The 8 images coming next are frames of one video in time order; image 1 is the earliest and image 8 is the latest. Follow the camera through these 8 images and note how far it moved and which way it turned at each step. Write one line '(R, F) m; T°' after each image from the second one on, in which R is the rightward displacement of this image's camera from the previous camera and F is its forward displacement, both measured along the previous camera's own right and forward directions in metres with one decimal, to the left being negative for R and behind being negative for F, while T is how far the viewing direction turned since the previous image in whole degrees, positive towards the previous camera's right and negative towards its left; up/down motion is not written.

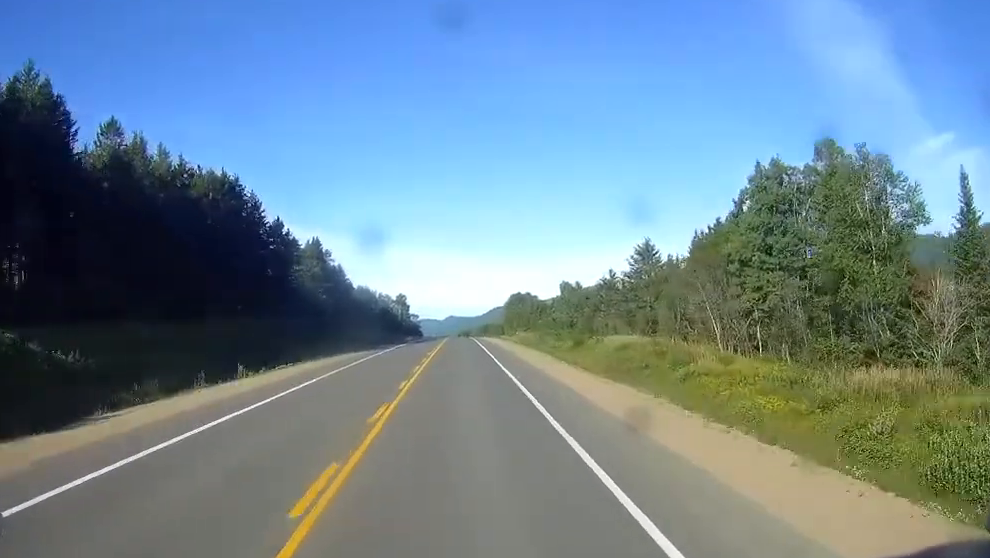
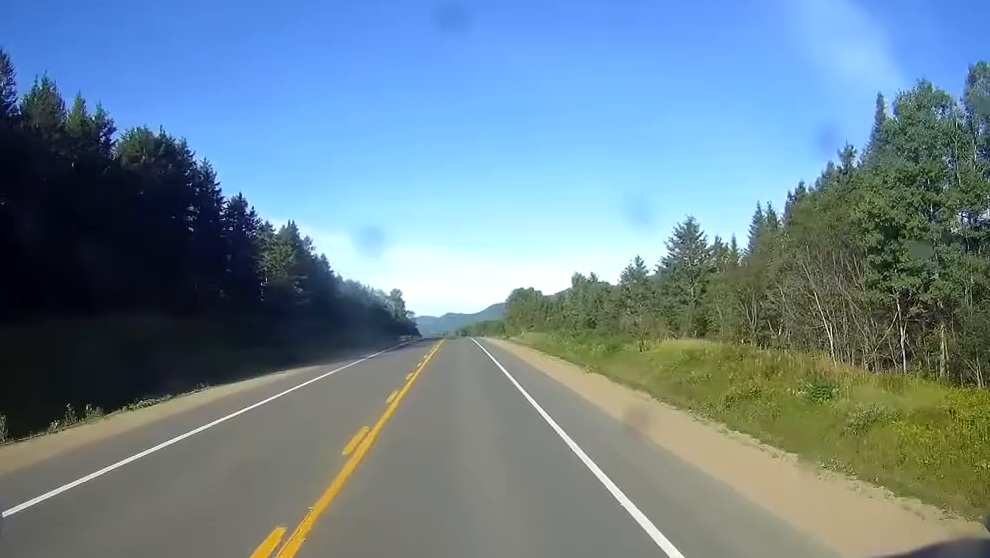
(0.0, +22.3) m; -1°
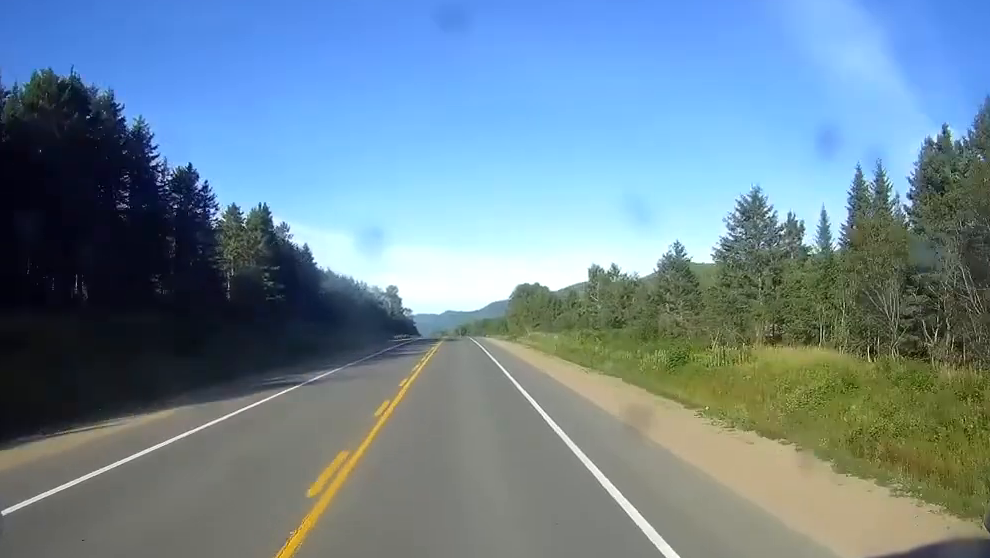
(-0.1, +21.4) m; -1°
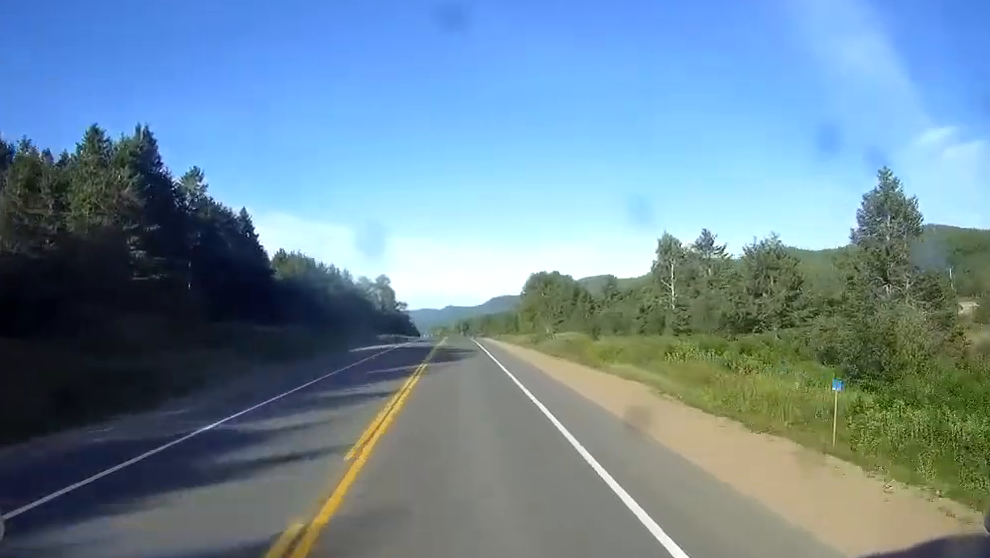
(-0.1, +49.2) m; 0°
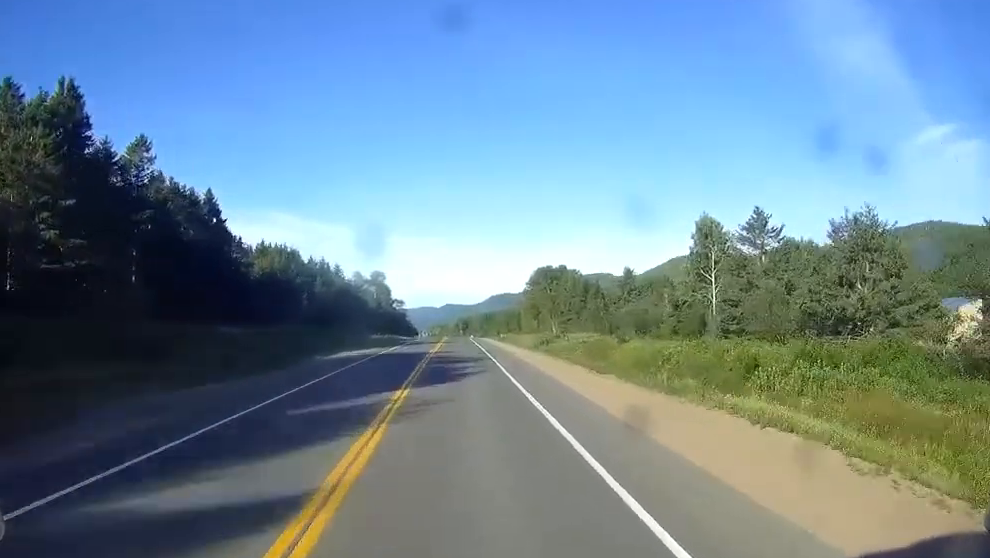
(+0.1, +15.7) m; 0°
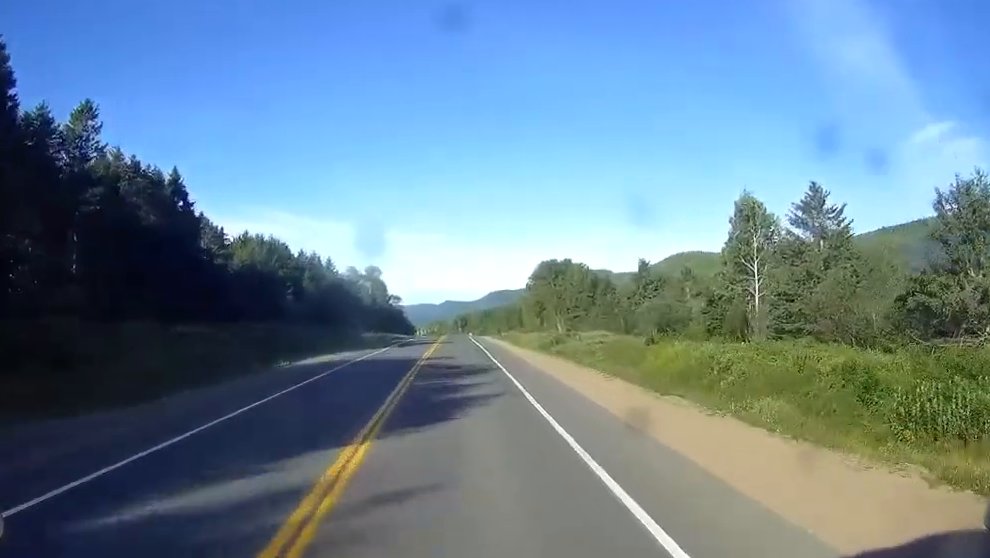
(0.0, +12.1) m; 0°
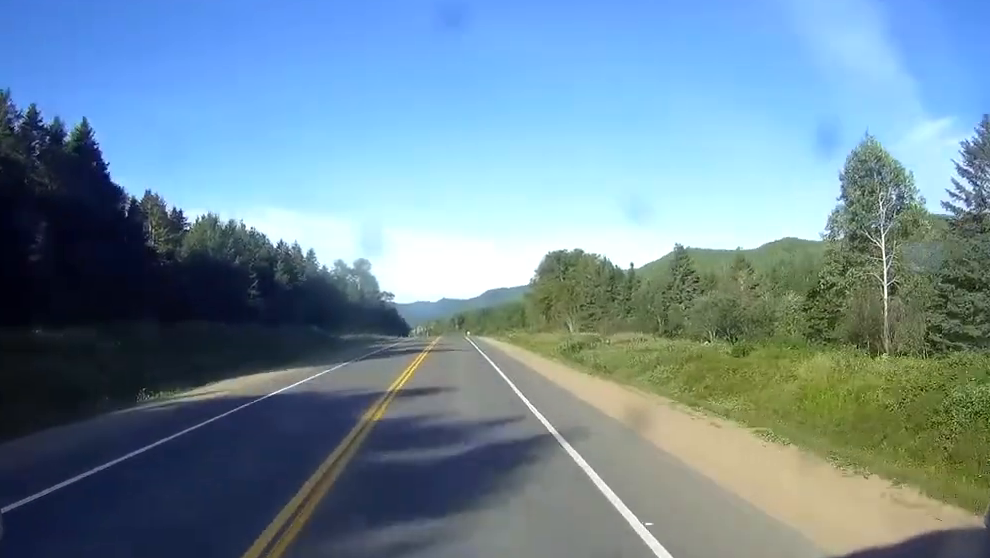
(-0.1, +22.2) m; 0°
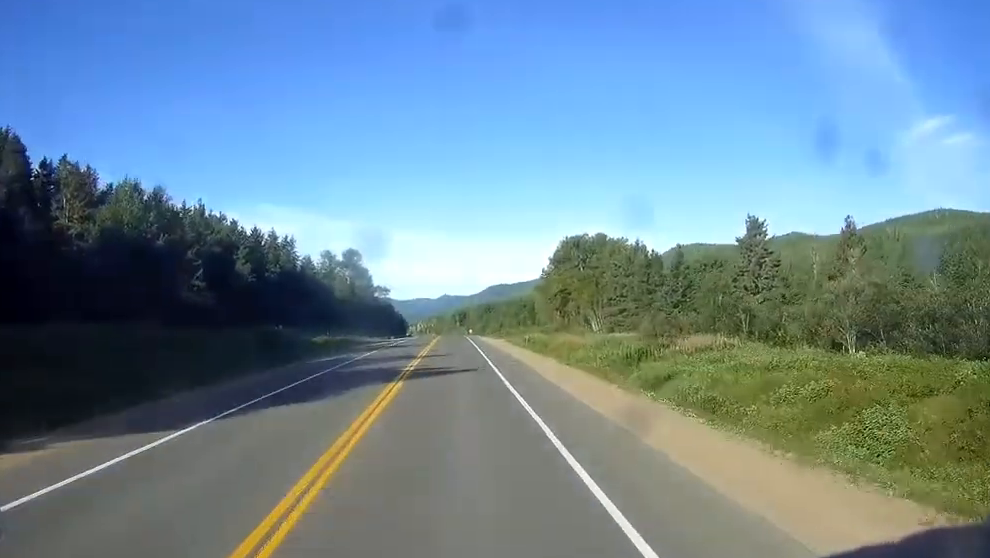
(-0.1, +26.0) m; 0°
